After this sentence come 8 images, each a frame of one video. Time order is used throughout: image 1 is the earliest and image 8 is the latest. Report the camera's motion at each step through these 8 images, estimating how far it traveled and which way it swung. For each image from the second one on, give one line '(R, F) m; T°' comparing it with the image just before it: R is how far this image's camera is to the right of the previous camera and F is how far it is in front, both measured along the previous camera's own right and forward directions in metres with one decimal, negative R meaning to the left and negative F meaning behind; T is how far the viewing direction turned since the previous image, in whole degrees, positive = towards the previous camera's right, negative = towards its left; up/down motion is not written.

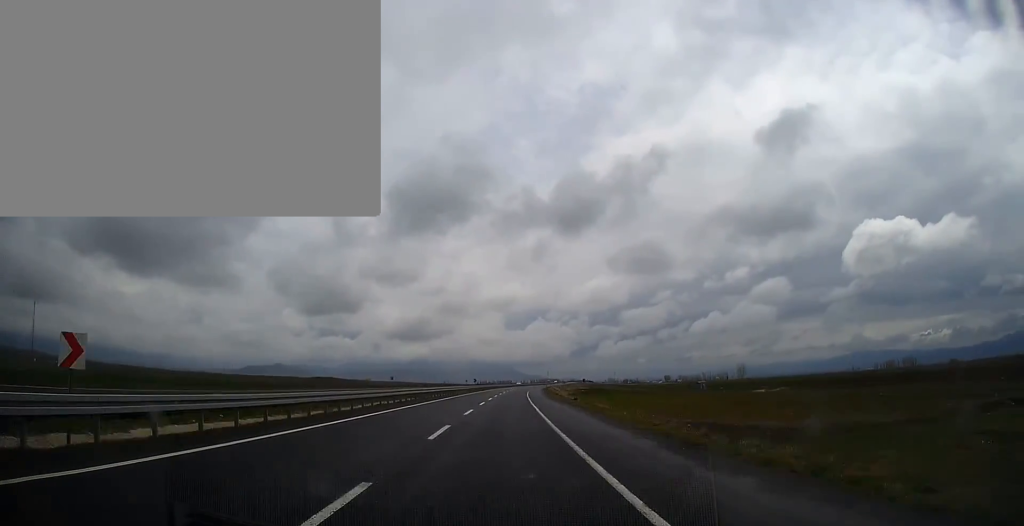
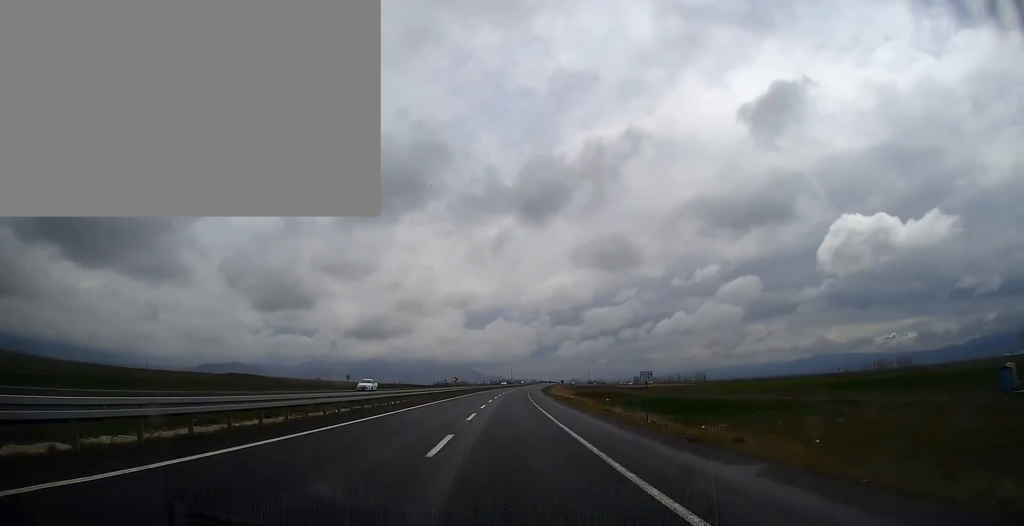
(+2.4, +122.6) m; +4°
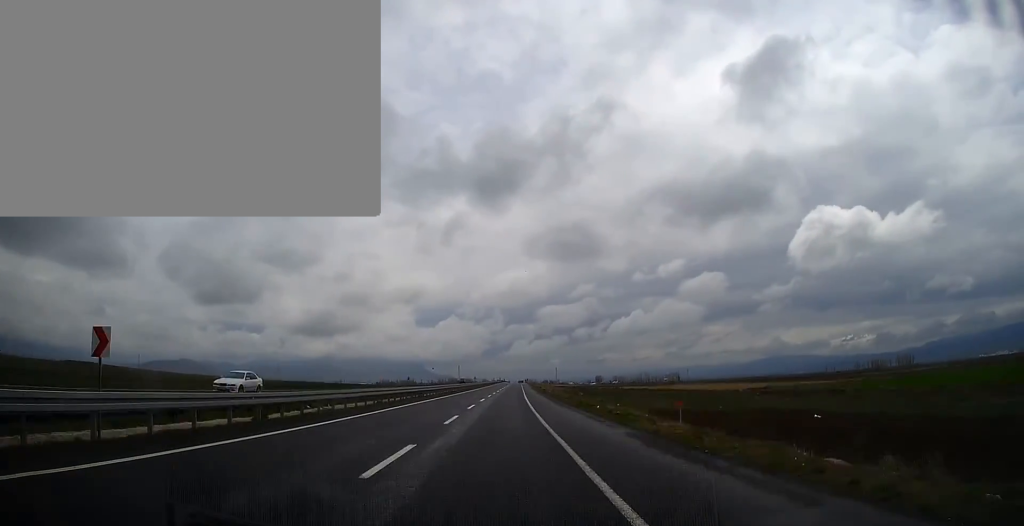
(+6.9, +157.6) m; +4°
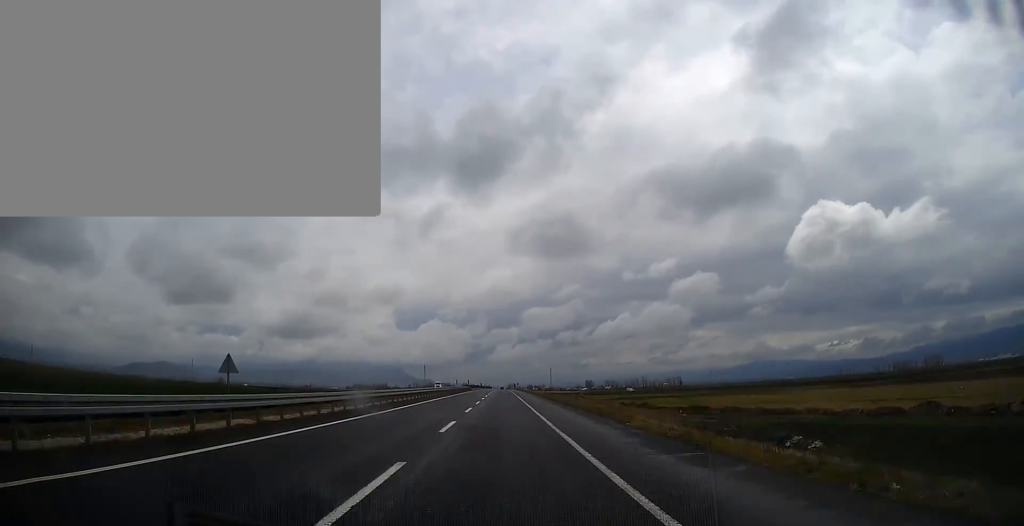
(+2.9, +134.4) m; +1°
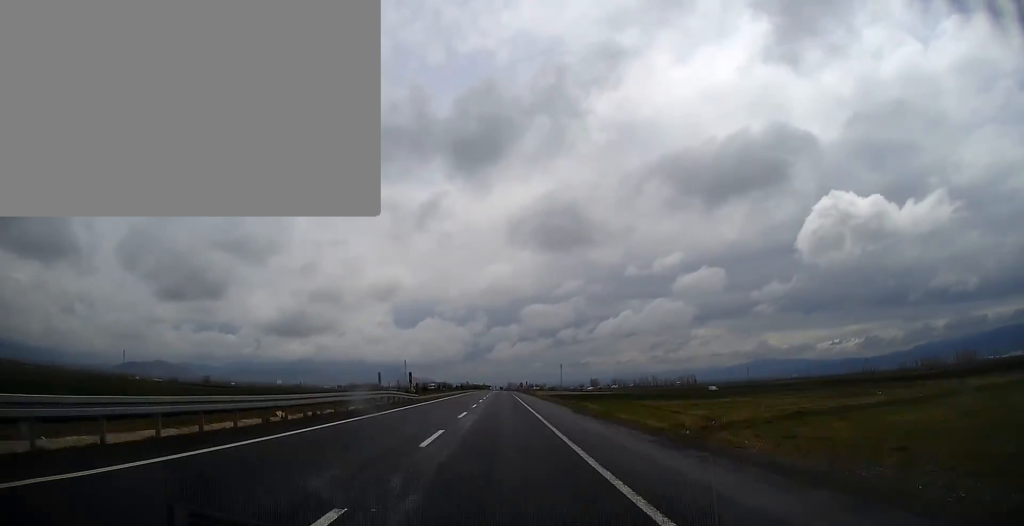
(+0.6, +87.7) m; 0°
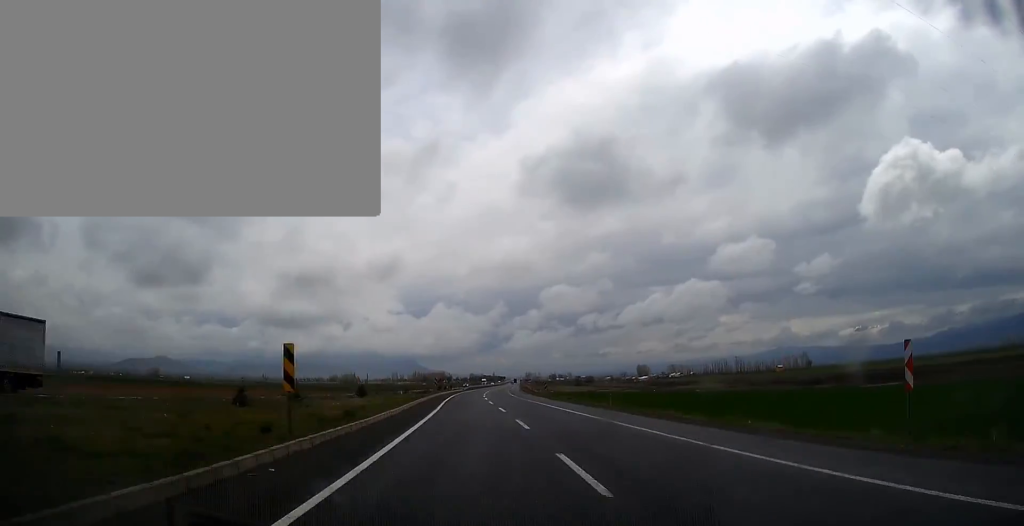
(0.0, +362.6) m; -1°
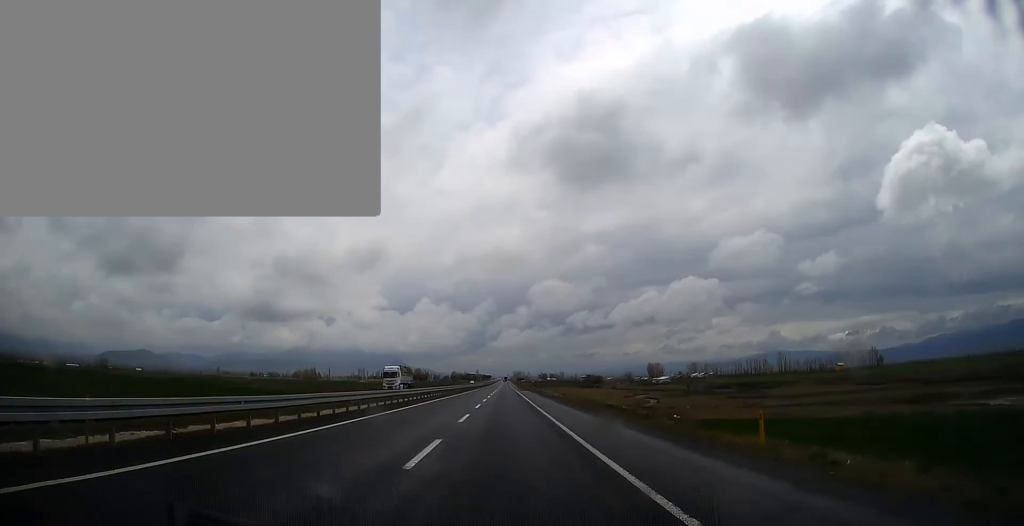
(-1.9, +163.5) m; 0°
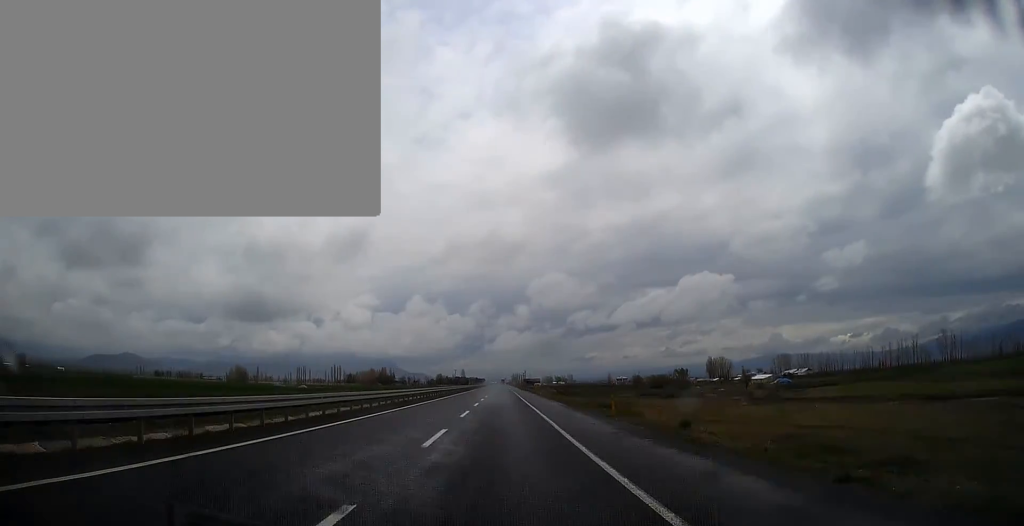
(+2.5, +268.7) m; 0°
